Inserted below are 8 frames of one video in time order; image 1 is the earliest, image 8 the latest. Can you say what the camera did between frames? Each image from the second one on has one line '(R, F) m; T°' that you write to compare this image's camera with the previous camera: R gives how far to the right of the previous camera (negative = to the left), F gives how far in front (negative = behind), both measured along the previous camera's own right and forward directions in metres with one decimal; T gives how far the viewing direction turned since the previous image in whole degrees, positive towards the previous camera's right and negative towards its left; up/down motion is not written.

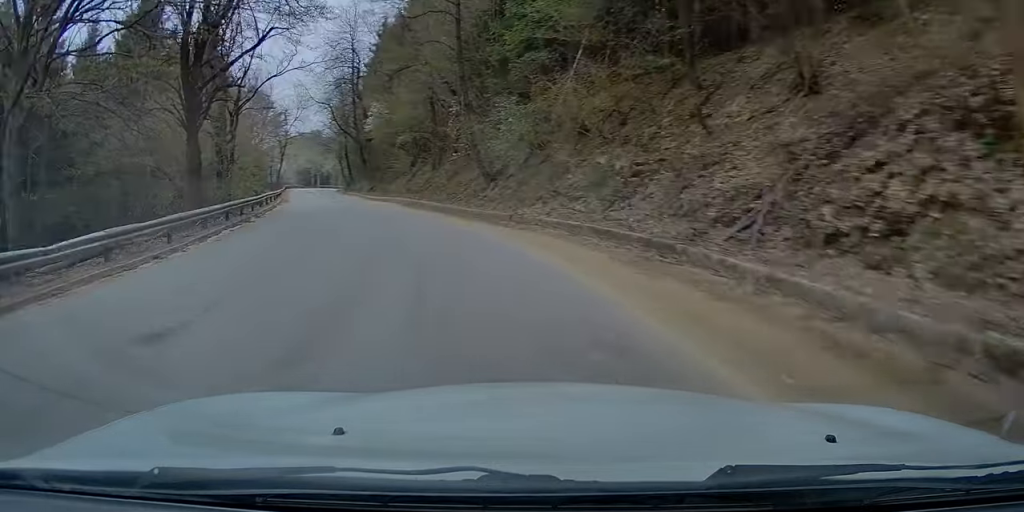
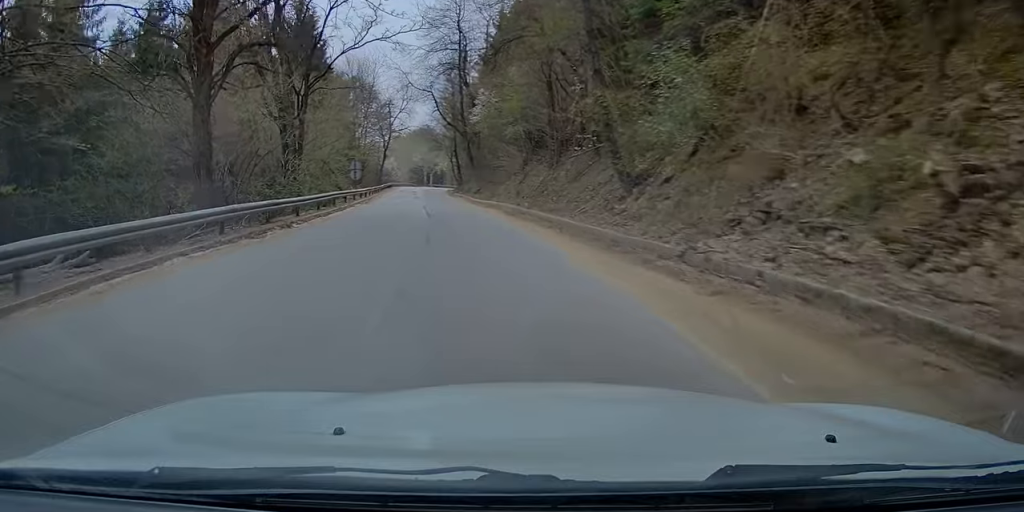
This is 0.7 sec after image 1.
(-0.3, +8.0) m; -4°
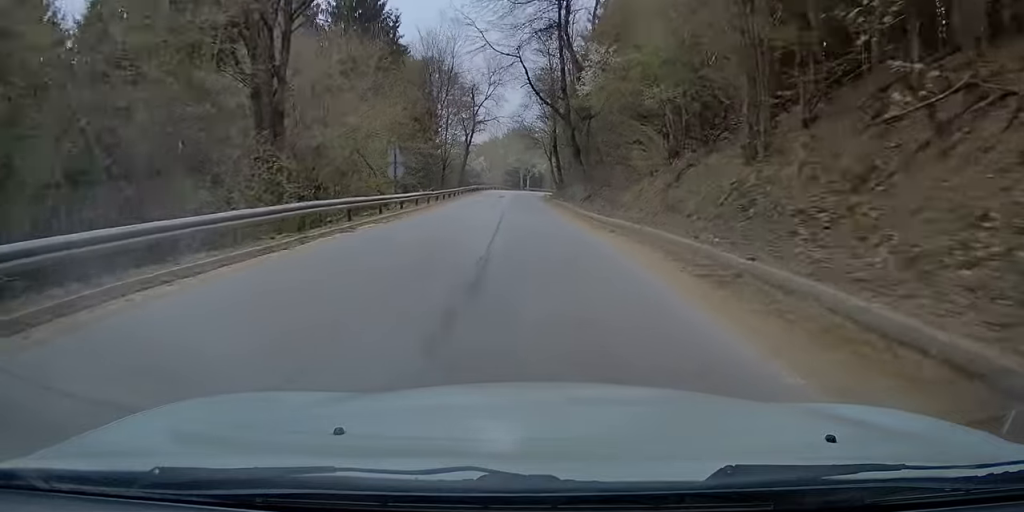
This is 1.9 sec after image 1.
(-0.9, +14.9) m; -7°
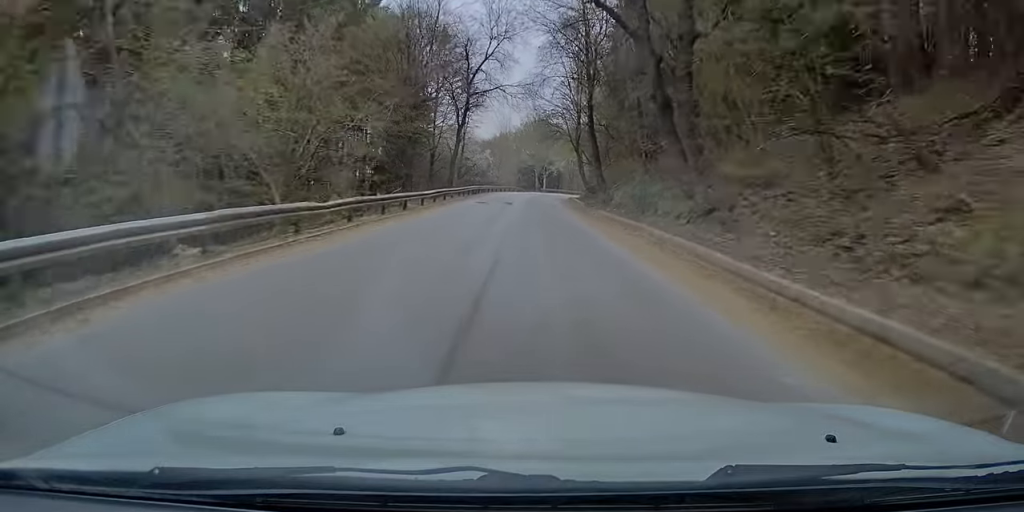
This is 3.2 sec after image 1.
(-1.1, +19.9) m; -5°
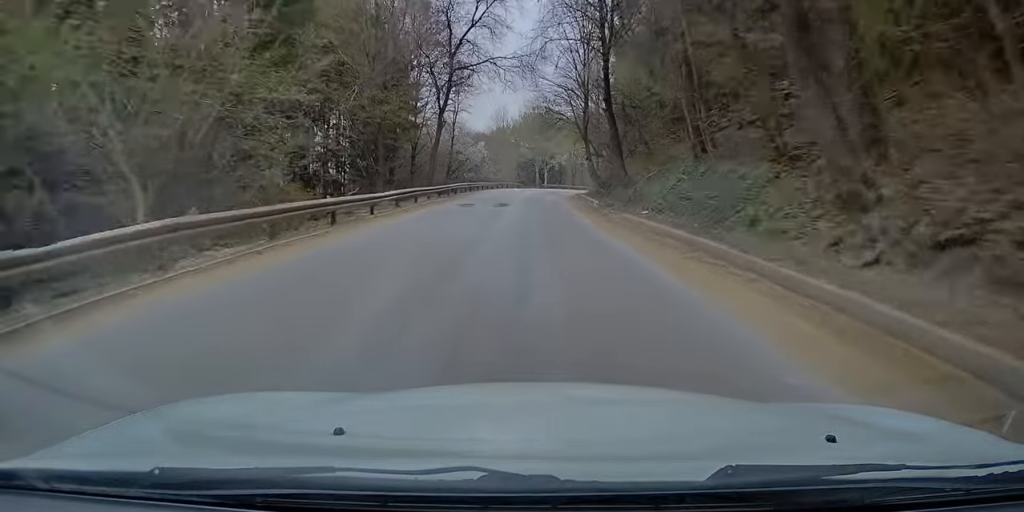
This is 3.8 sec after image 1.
(-0.1, +8.1) m; -1°
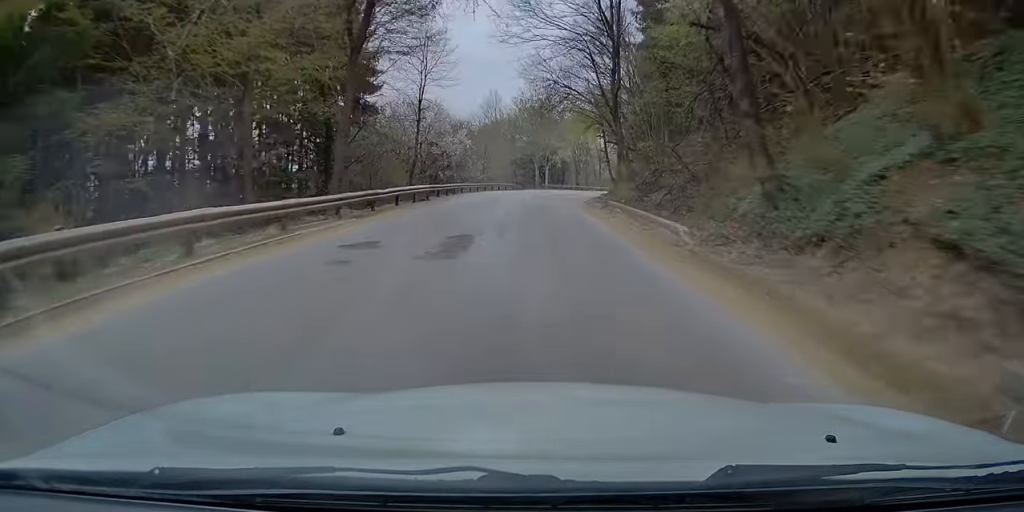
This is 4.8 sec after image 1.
(-0.1, +16.5) m; -1°
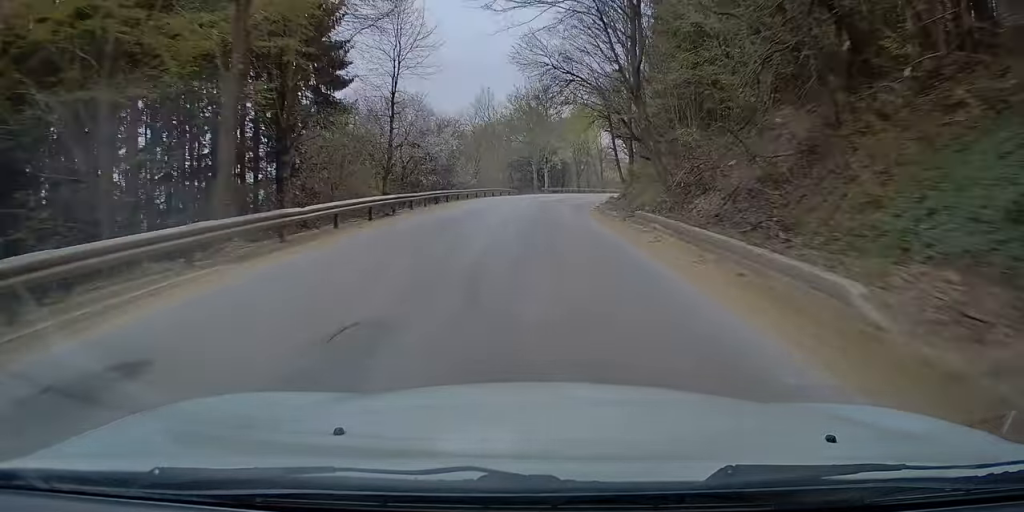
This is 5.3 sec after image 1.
(0.0, +6.7) m; 0°
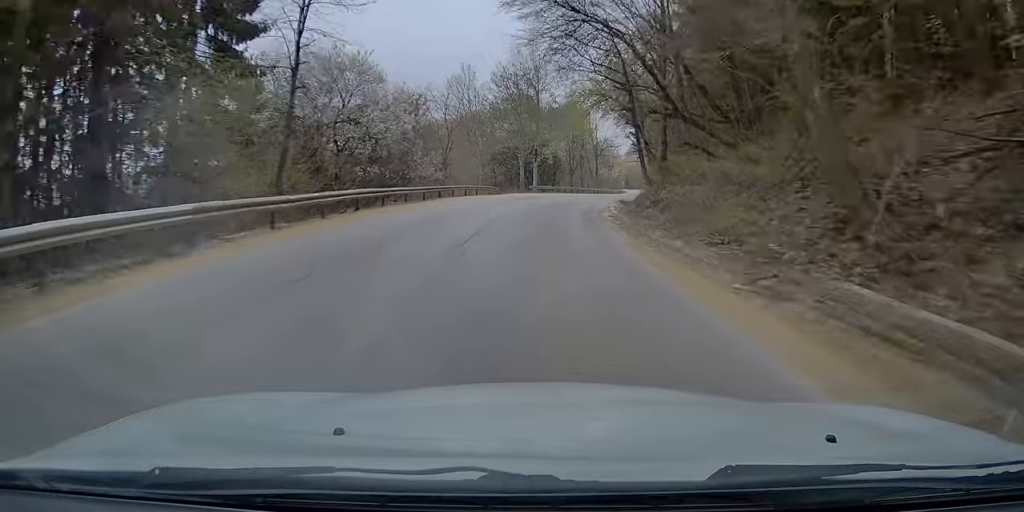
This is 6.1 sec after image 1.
(-0.1, +12.9) m; +1°
